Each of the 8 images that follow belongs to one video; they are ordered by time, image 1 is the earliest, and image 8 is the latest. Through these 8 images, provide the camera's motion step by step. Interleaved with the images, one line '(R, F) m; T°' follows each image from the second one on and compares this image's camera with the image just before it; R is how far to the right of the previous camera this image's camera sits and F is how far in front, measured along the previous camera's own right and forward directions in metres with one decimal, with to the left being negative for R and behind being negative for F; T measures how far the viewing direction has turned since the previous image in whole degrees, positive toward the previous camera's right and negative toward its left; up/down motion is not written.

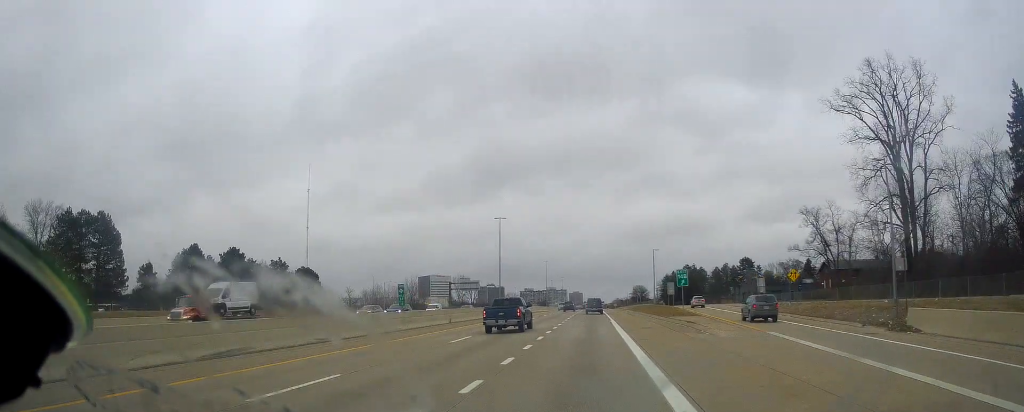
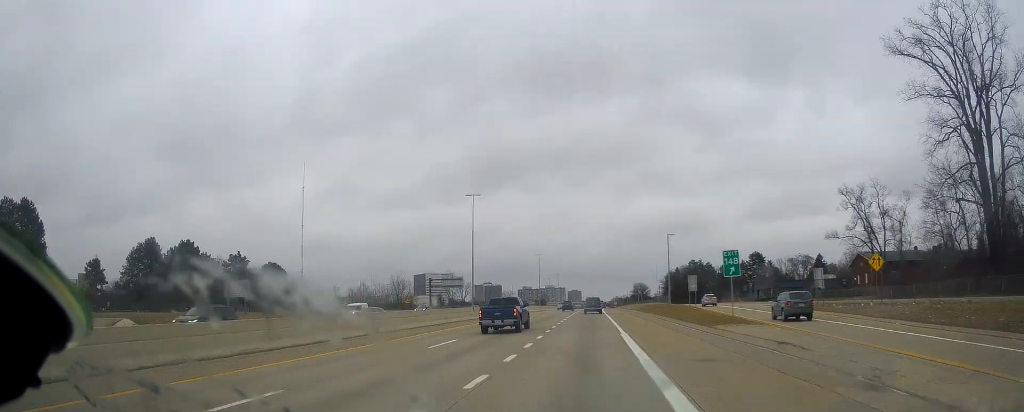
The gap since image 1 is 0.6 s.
(0.0, +17.7) m; 0°
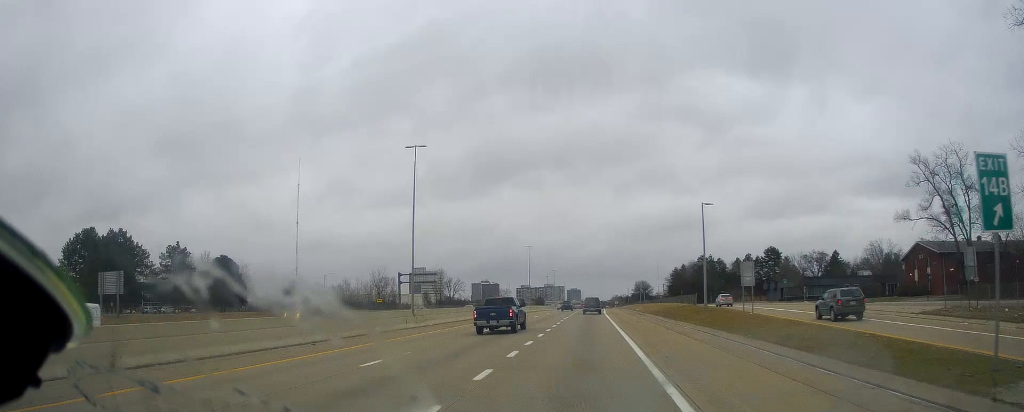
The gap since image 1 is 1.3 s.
(0.0, +21.6) m; -1°
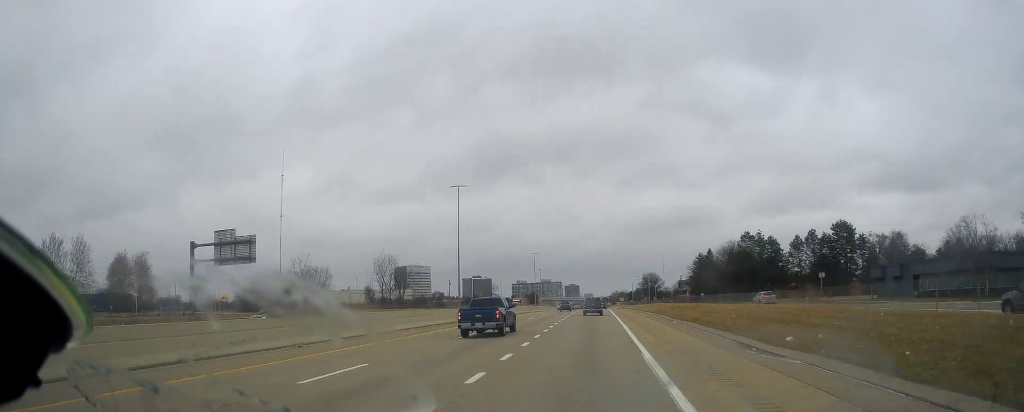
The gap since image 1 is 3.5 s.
(-0.4, +64.0) m; 0°
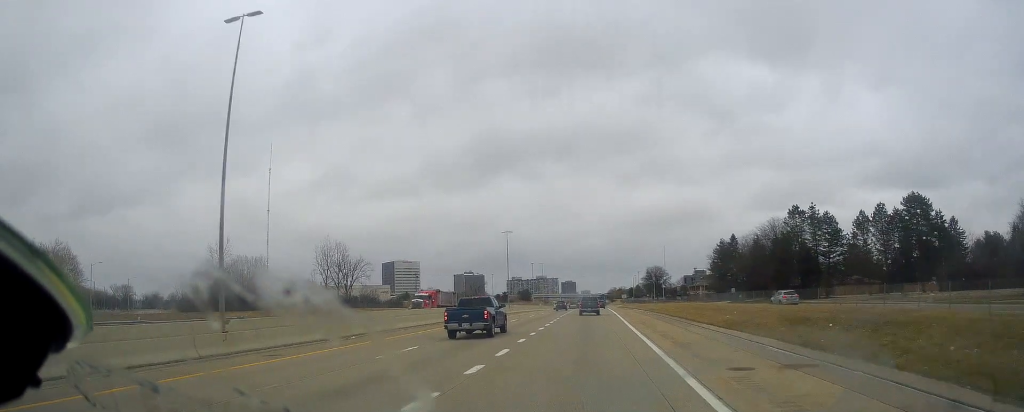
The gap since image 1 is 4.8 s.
(-0.1, +39.5) m; 0°
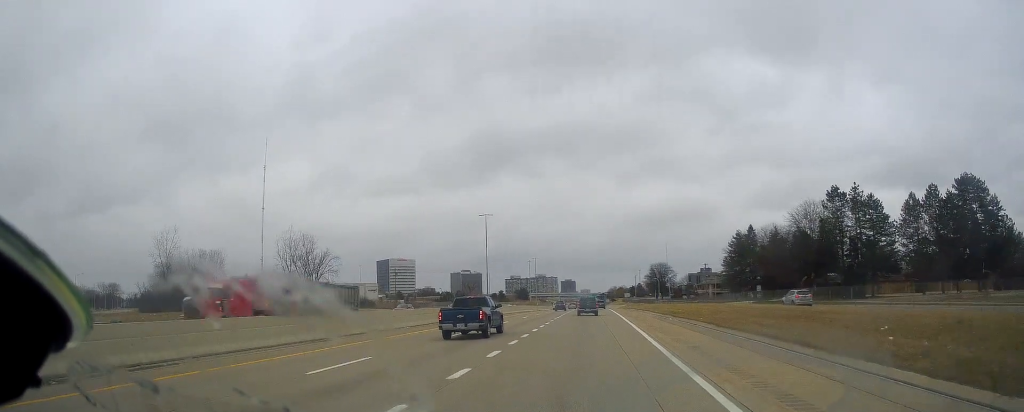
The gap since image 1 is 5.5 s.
(+0.2, +19.8) m; 0°
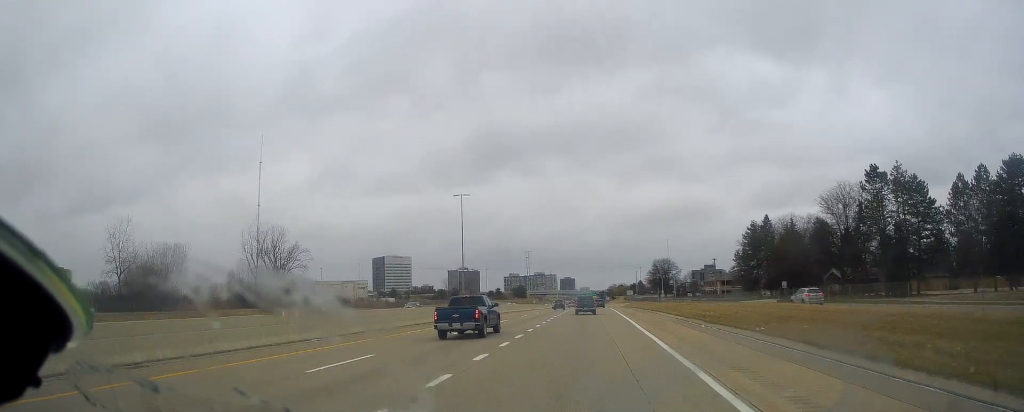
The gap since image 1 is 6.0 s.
(0.0, +14.7) m; 0°
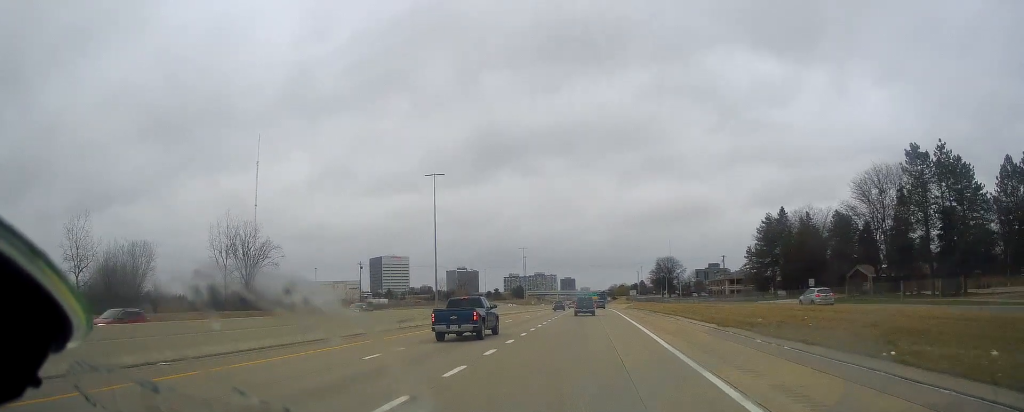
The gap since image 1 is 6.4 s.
(0.0, +11.7) m; 0°
